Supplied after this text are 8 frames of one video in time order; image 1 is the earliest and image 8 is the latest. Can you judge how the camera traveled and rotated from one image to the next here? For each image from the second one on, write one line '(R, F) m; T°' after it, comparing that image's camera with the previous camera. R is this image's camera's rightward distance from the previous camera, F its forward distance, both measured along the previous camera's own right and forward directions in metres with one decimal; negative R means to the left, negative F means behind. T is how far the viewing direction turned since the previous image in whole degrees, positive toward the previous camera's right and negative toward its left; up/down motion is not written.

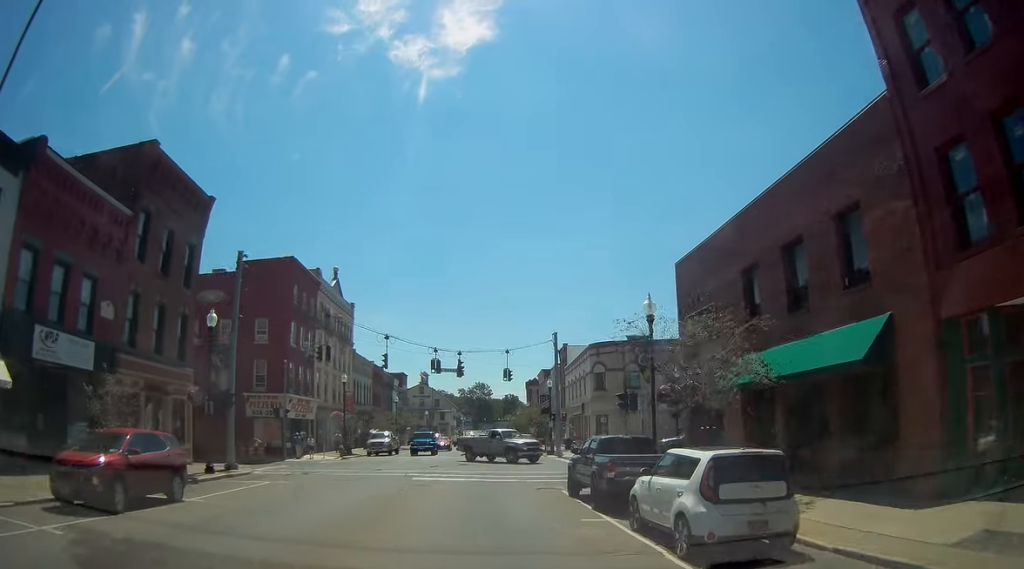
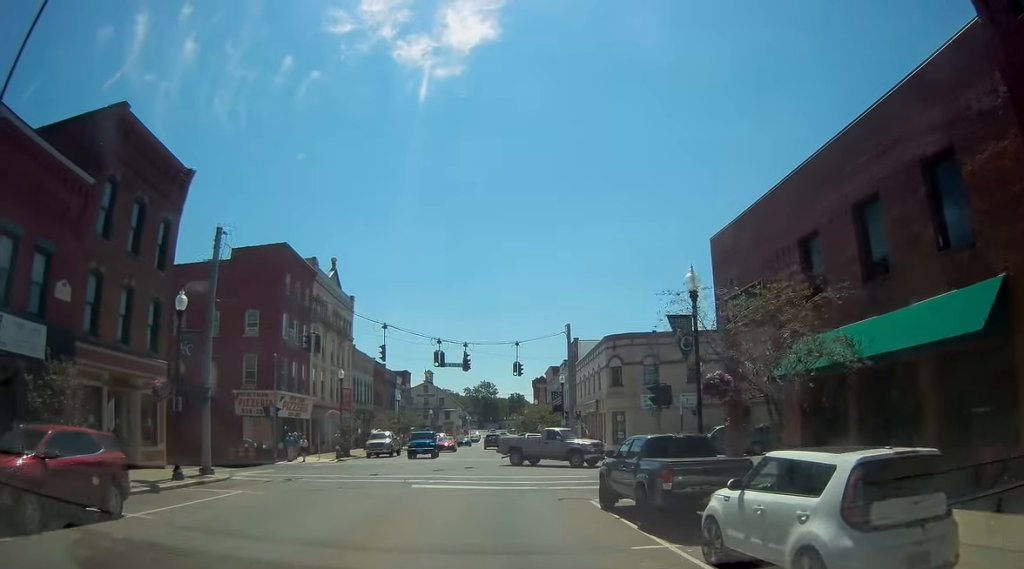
(0.0, +3.3) m; +1°
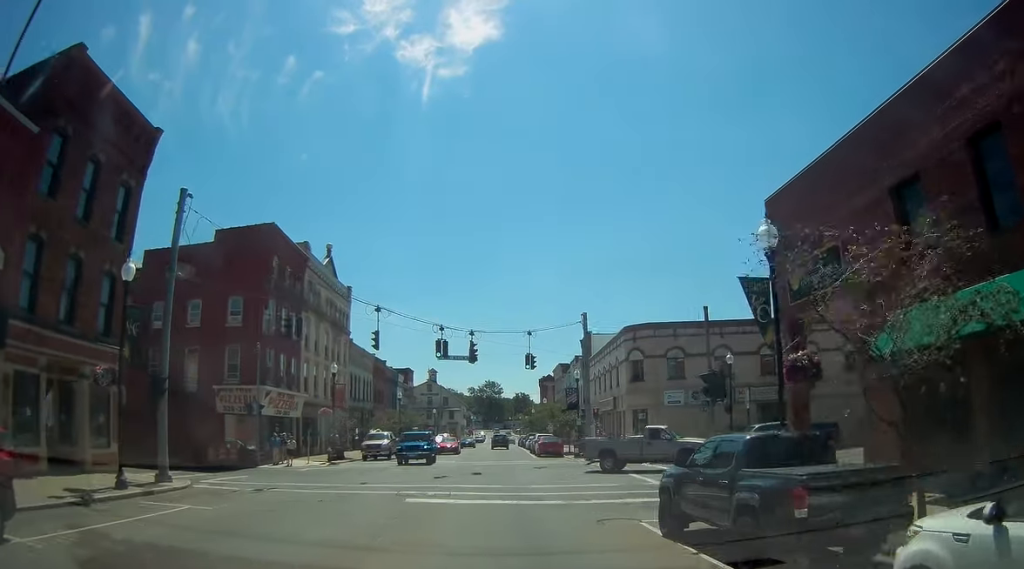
(0.0, +4.3) m; +1°
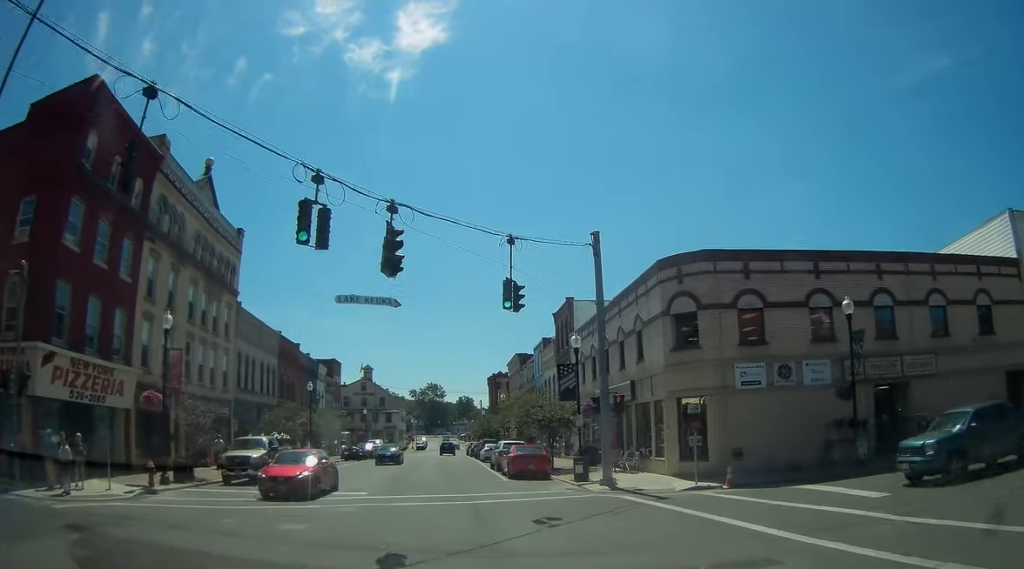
(-0.2, +19.1) m; -1°
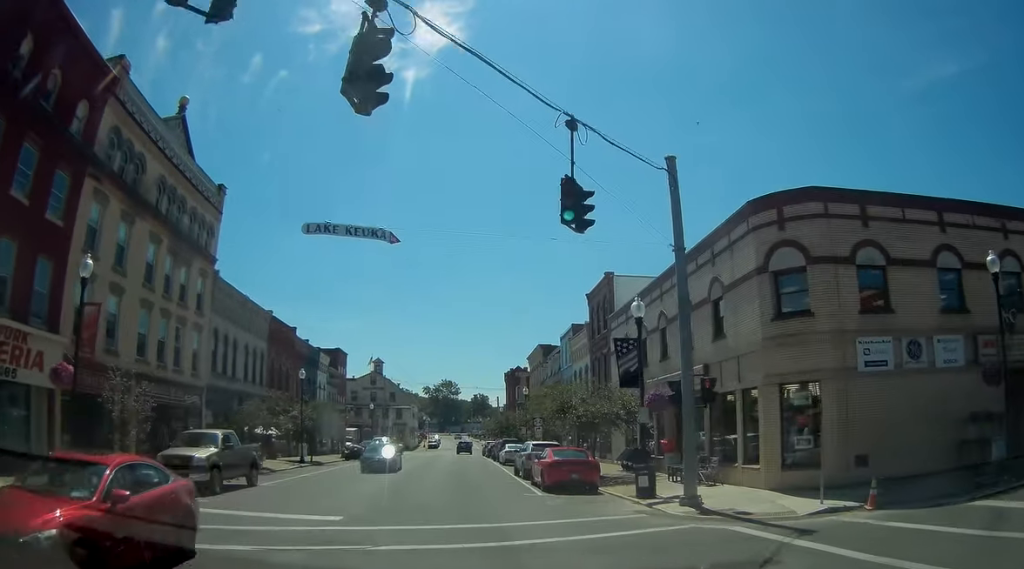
(+0.1, +6.6) m; +2°
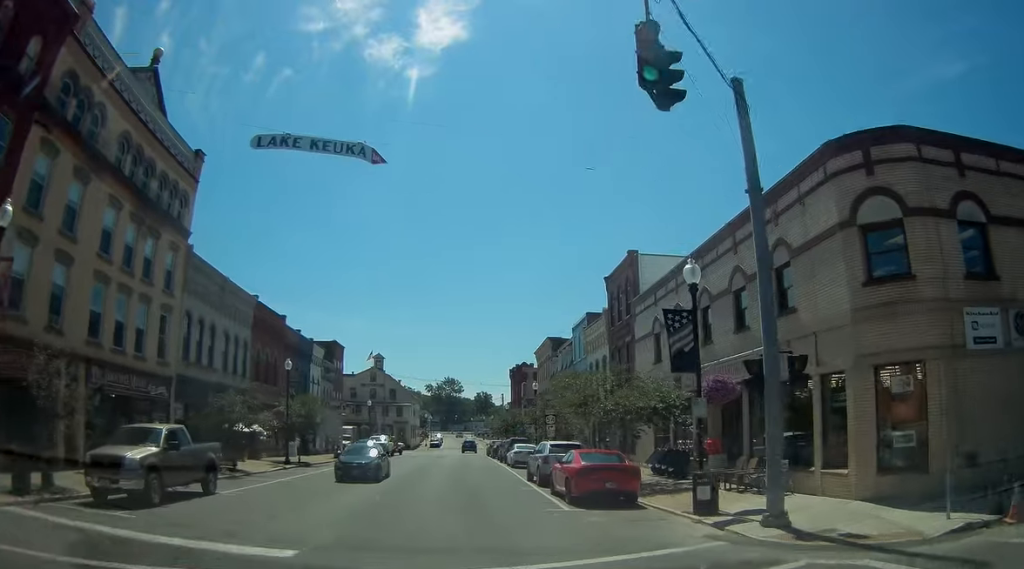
(0.0, +3.4) m; +1°
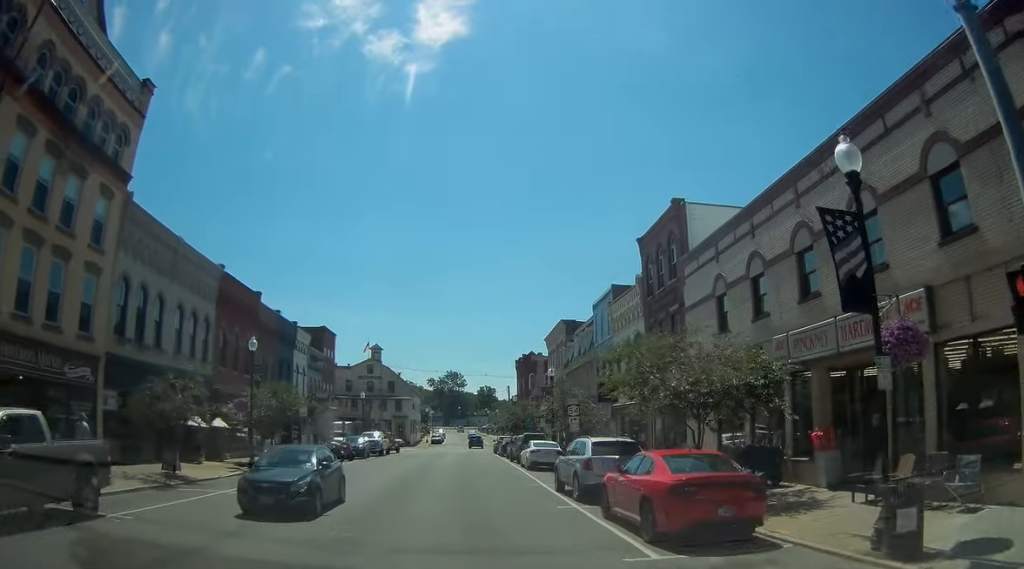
(+0.1, +4.8) m; +1°
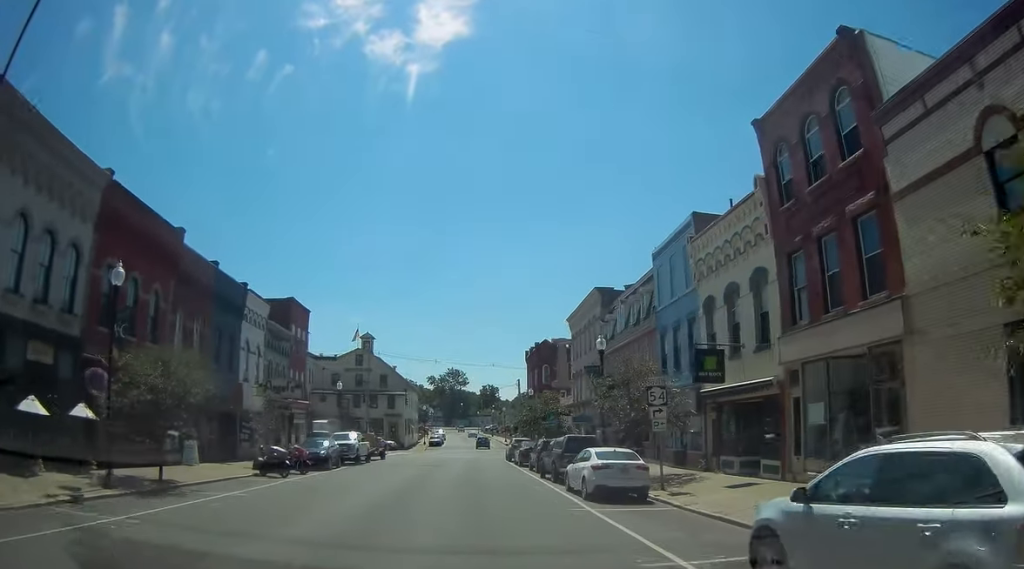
(-0.1, +10.9) m; -1°
